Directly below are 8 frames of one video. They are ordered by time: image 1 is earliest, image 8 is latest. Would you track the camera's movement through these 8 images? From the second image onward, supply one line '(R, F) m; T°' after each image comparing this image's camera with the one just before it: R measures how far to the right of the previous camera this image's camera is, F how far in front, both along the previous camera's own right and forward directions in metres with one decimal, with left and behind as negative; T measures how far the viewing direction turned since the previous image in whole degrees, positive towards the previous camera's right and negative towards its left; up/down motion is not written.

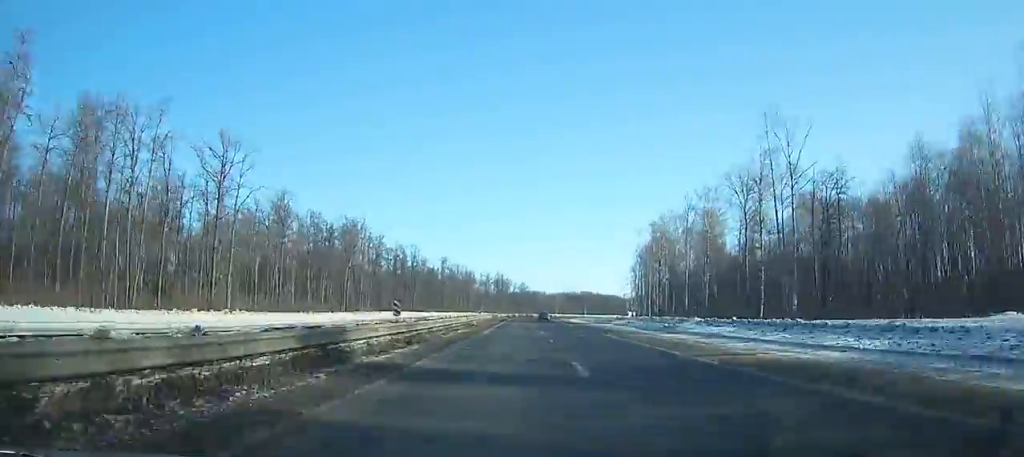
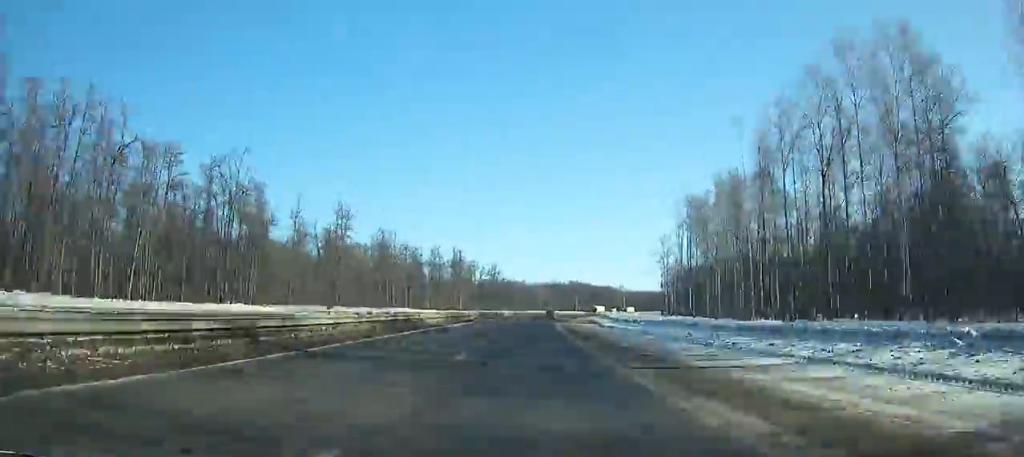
(+1.4, +103.2) m; +3°
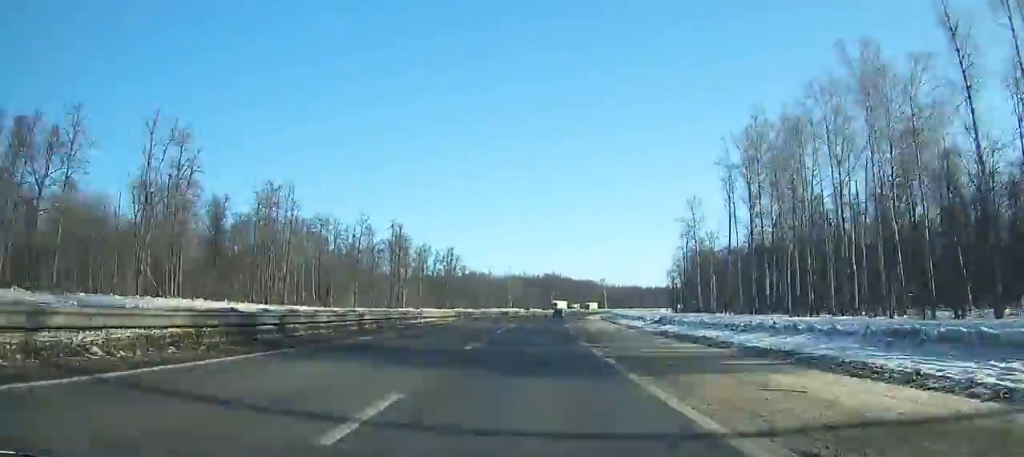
(-0.5, +56.2) m; +4°
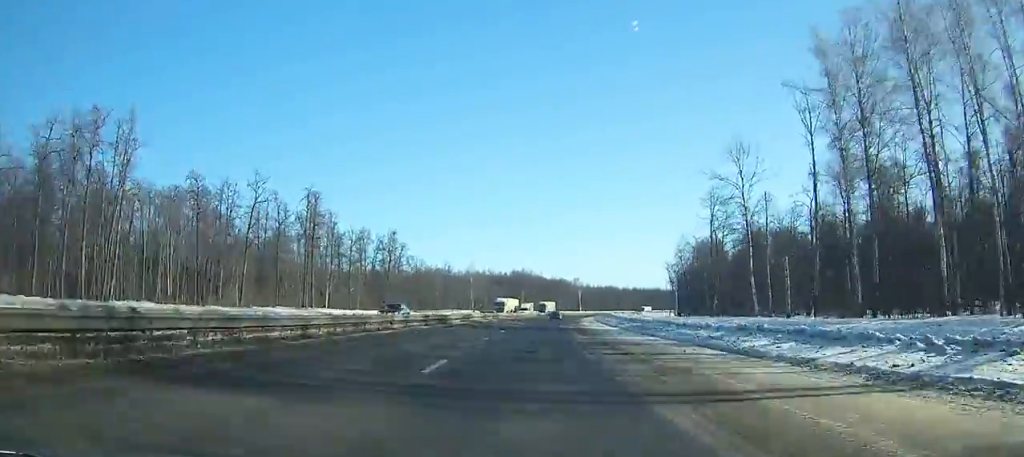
(+3.9, +41.7) m; 0°
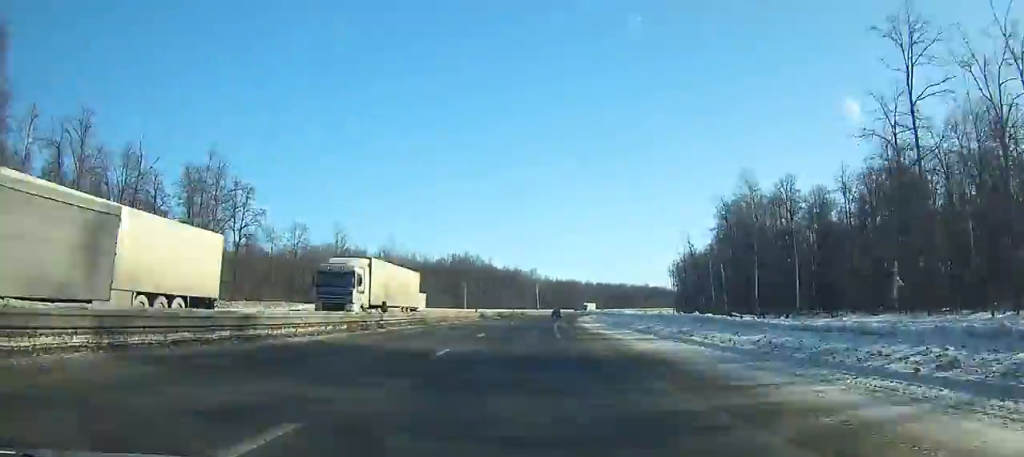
(+0.2, +67.4) m; +1°
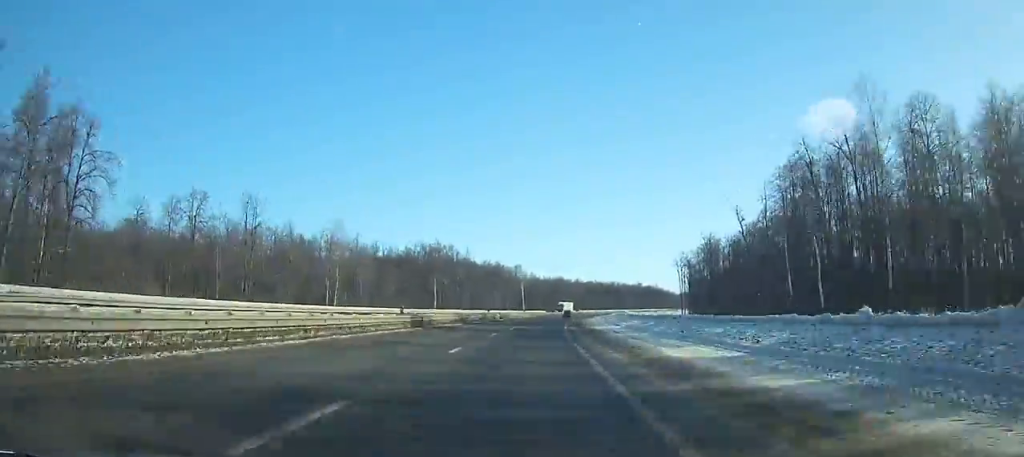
(-3.2, +35.9) m; +1°
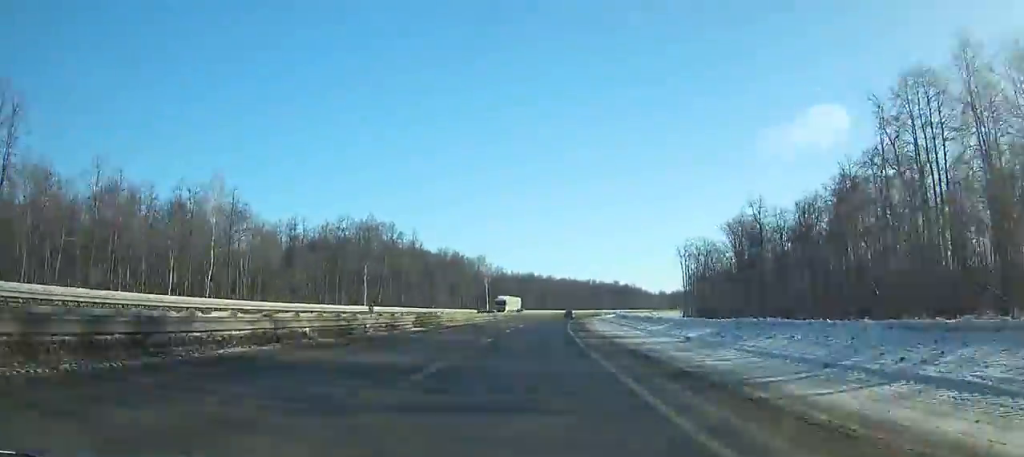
(+3.3, +42.6) m; +5°
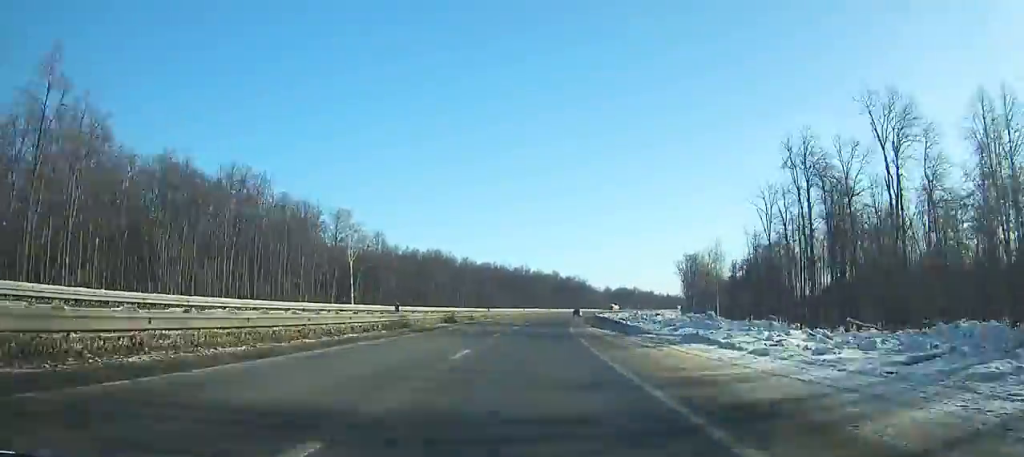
(+10.3, +103.8) m; +10°
